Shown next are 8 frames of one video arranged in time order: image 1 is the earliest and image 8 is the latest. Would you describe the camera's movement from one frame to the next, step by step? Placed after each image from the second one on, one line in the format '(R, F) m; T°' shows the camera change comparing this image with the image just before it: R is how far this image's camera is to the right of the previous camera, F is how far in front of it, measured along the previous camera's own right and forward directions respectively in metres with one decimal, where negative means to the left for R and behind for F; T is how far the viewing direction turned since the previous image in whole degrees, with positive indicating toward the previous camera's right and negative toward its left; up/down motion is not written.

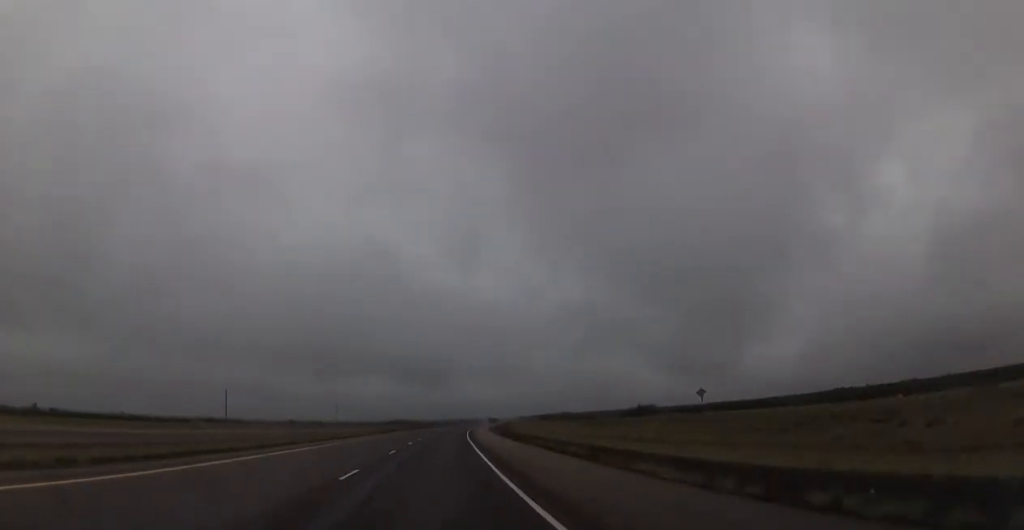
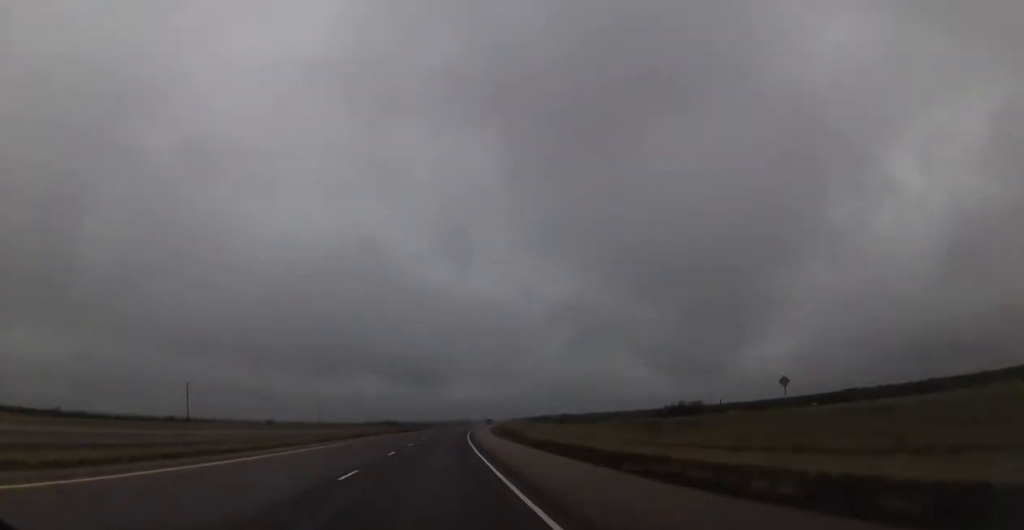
(+0.1, +24.2) m; 0°
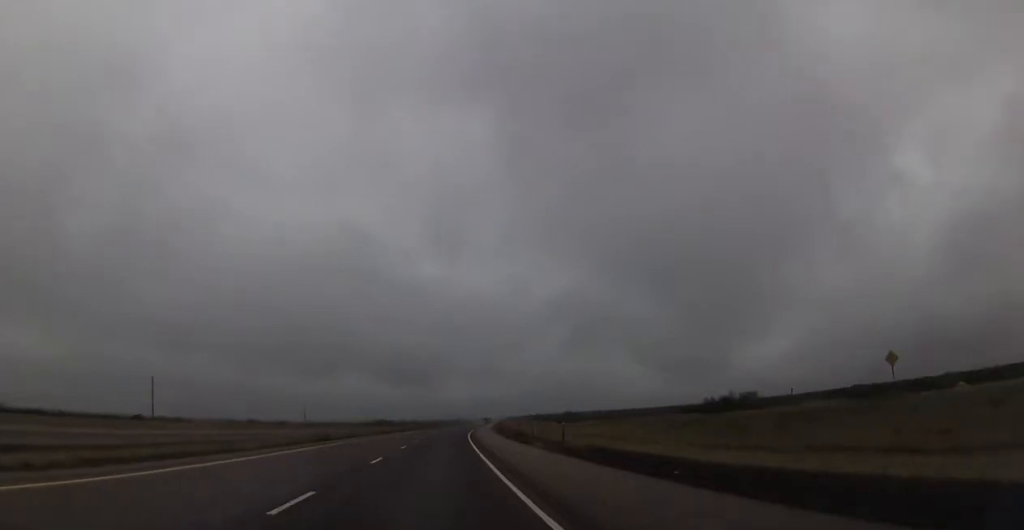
(0.0, +18.2) m; 0°
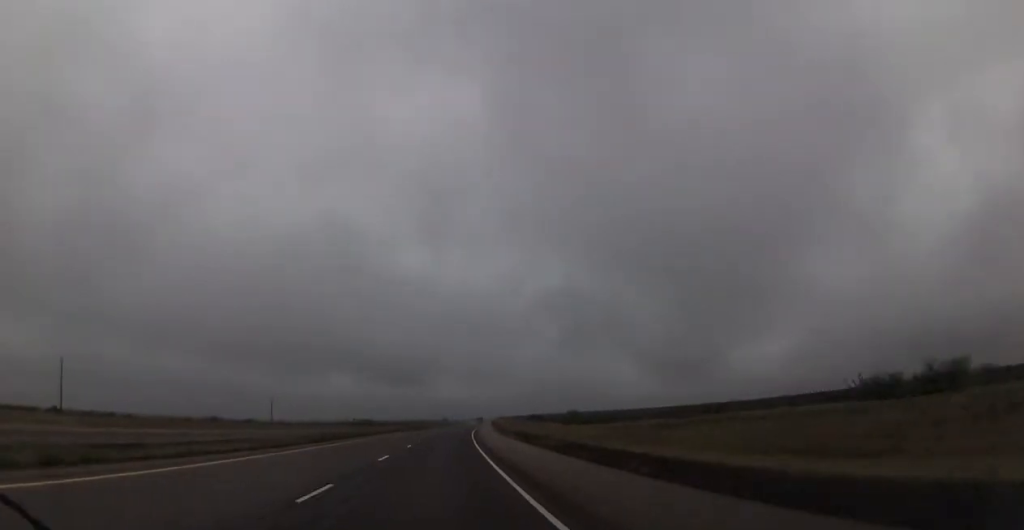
(+0.3, +35.1) m; +2°
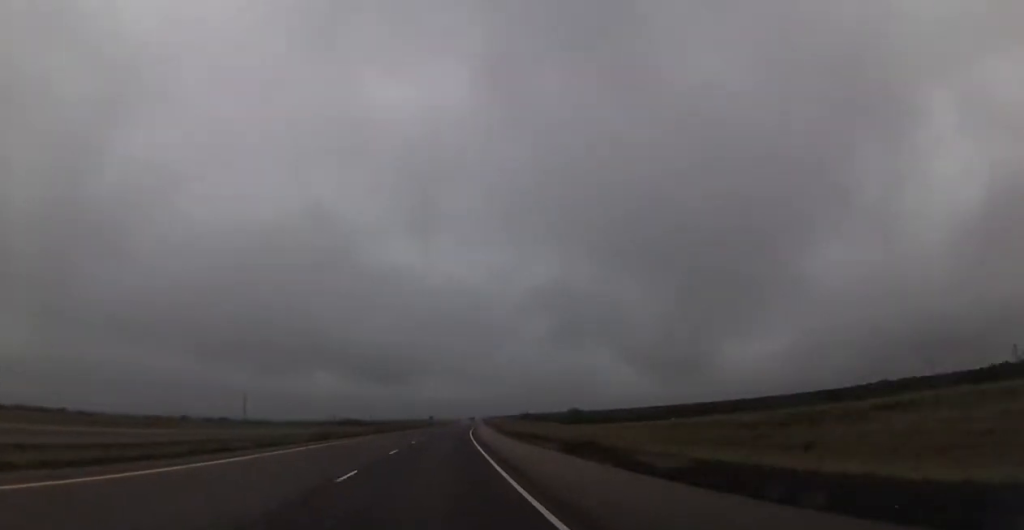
(+0.4, +20.6) m; +1°
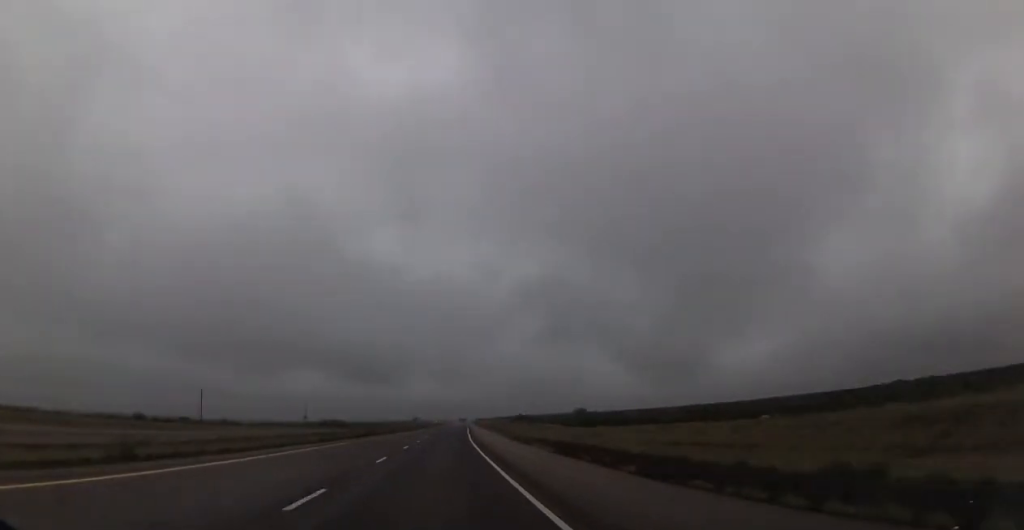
(+0.3, +29.1) m; +1°
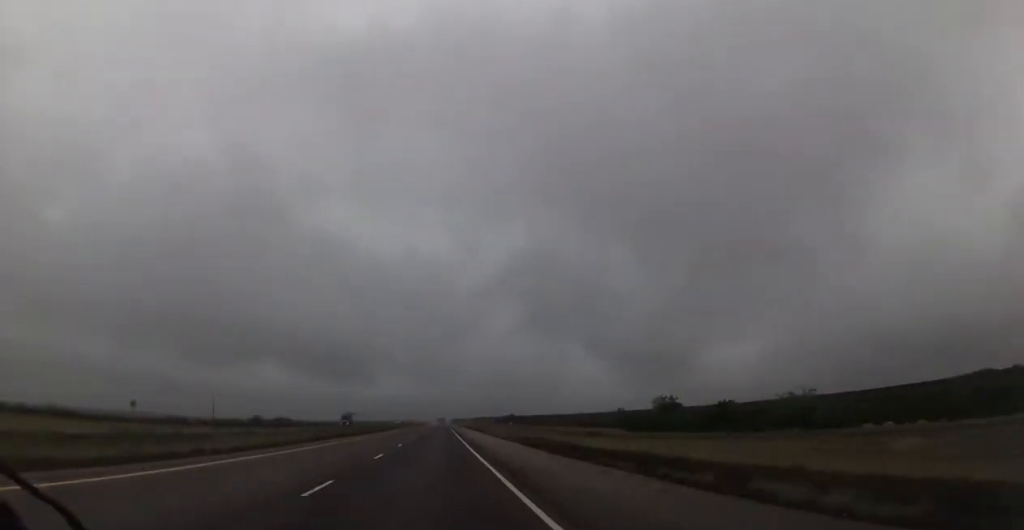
(+2.4, +95.8) m; +2°
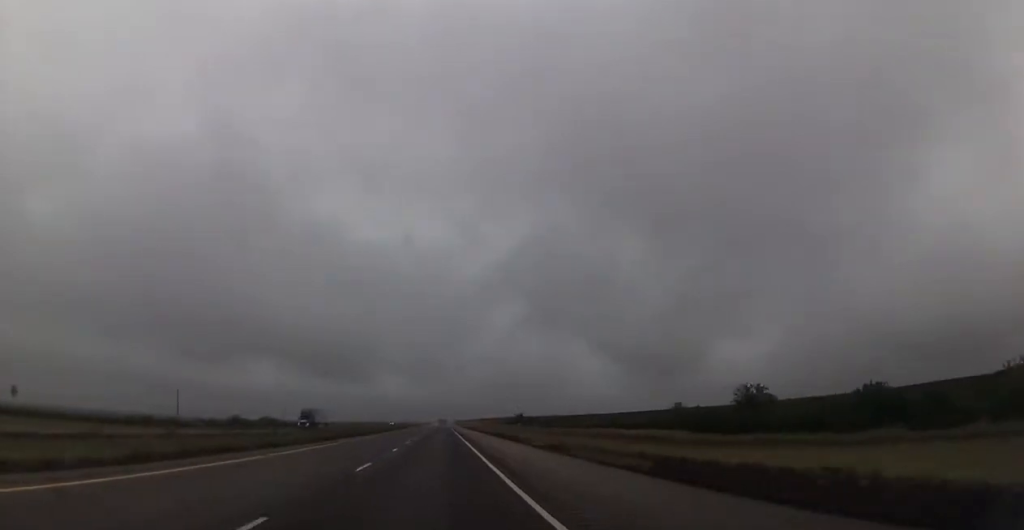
(+0.1, +30.2) m; 0°
